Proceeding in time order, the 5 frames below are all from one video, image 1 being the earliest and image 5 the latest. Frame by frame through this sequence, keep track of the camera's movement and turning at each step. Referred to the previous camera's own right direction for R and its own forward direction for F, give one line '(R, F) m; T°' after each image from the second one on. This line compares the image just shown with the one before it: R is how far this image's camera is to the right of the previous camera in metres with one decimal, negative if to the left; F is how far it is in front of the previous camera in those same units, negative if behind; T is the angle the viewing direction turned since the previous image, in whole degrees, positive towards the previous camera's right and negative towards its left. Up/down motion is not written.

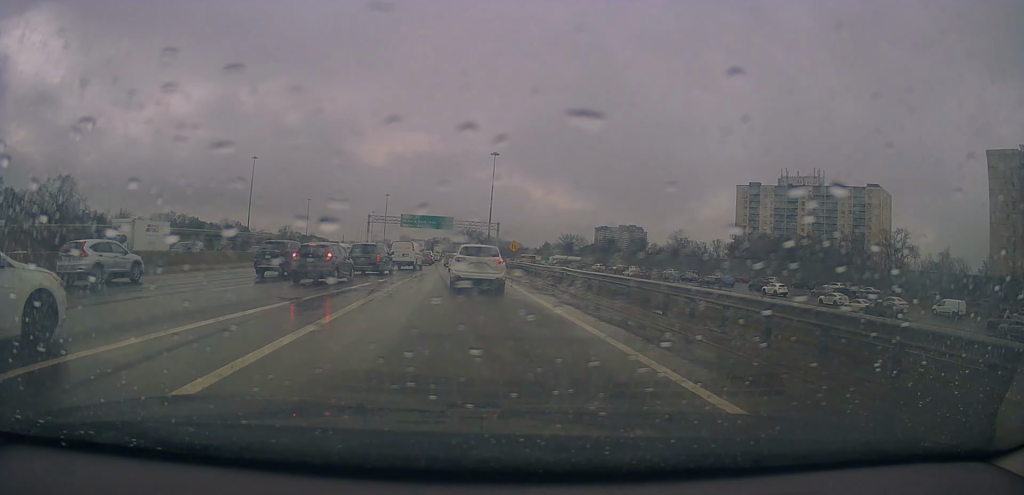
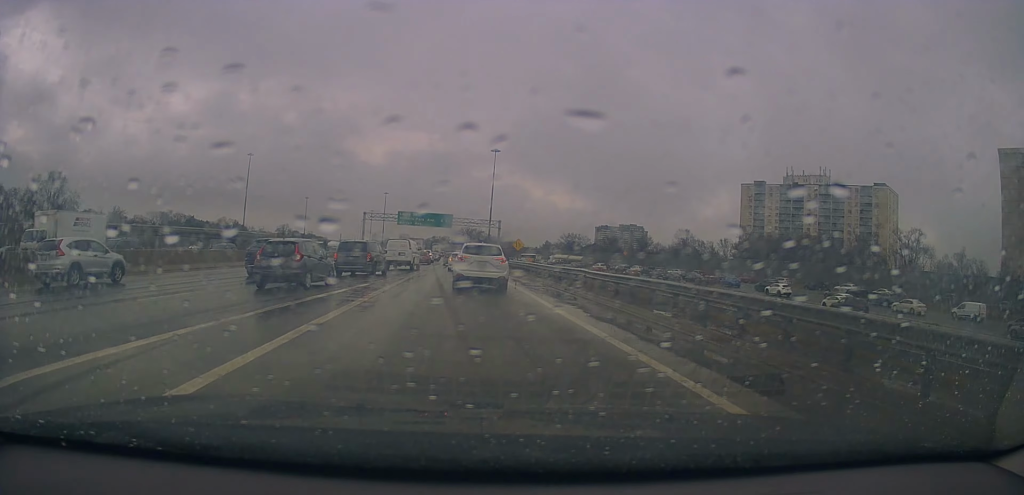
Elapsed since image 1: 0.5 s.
(-0.1, +4.3) m; -1°
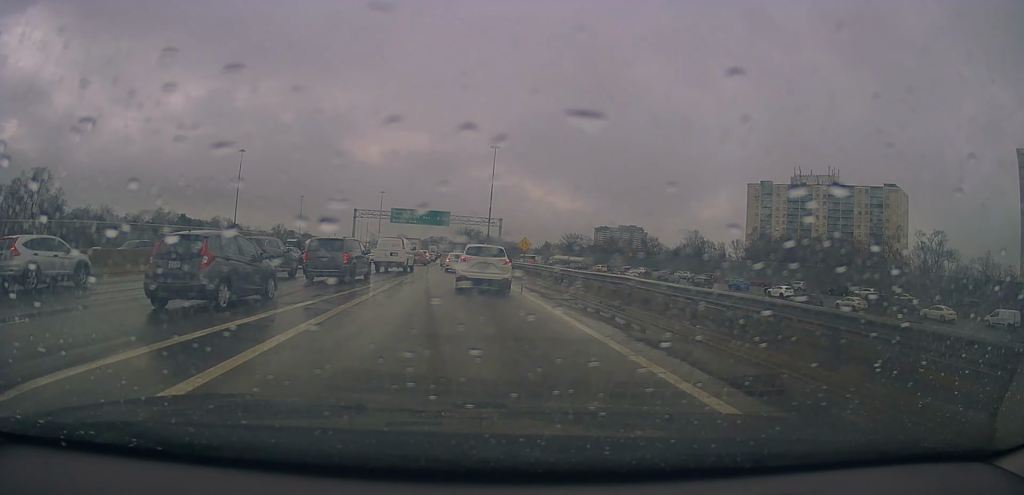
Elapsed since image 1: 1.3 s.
(0.0, +7.2) m; 0°
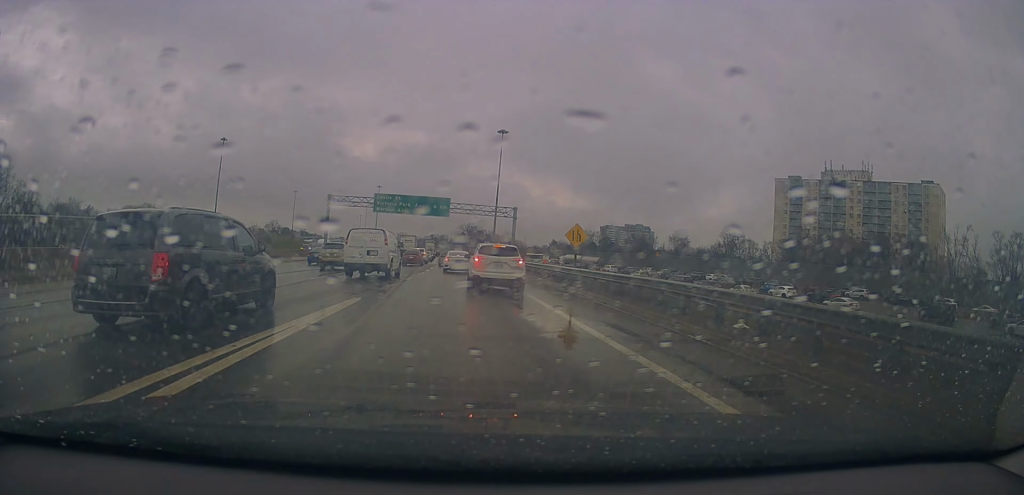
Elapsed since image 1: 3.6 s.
(-0.3, +20.7) m; +2°
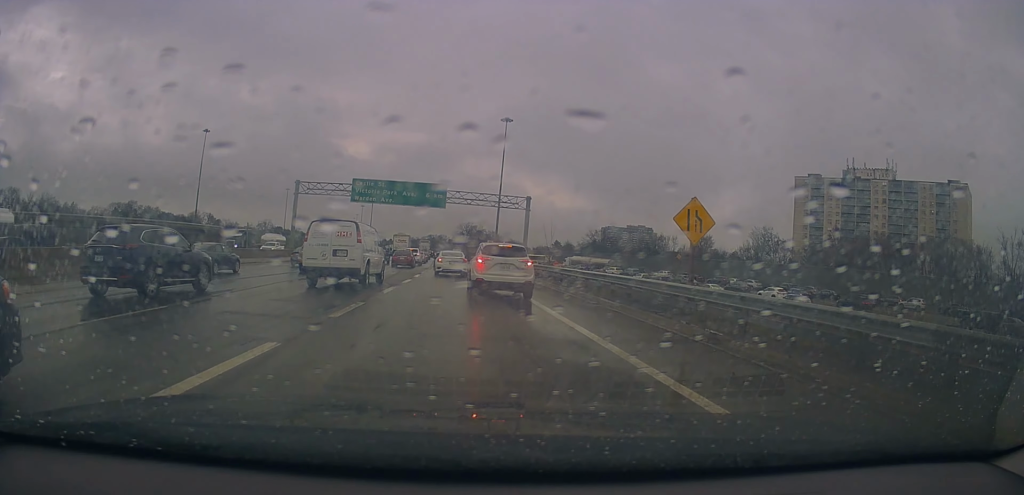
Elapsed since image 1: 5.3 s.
(+0.9, +15.0) m; +1°
